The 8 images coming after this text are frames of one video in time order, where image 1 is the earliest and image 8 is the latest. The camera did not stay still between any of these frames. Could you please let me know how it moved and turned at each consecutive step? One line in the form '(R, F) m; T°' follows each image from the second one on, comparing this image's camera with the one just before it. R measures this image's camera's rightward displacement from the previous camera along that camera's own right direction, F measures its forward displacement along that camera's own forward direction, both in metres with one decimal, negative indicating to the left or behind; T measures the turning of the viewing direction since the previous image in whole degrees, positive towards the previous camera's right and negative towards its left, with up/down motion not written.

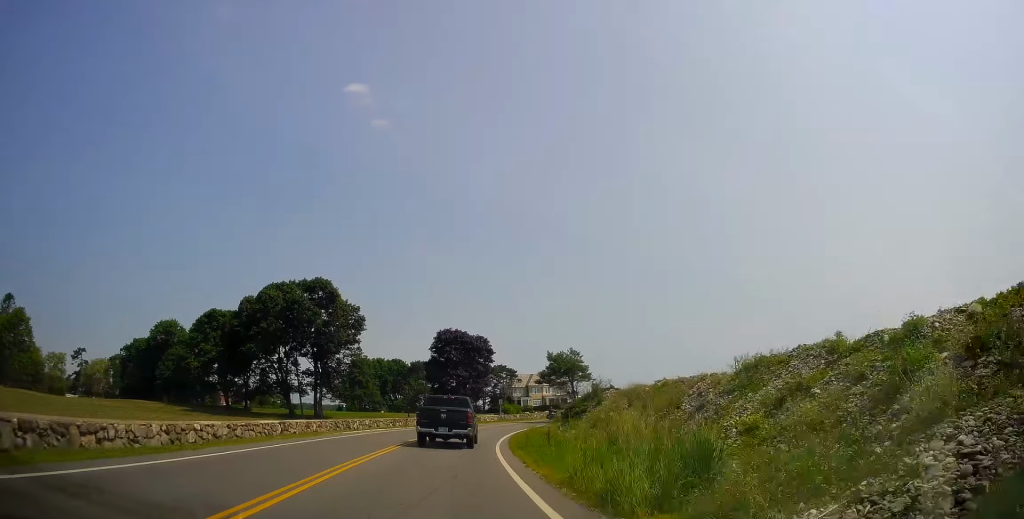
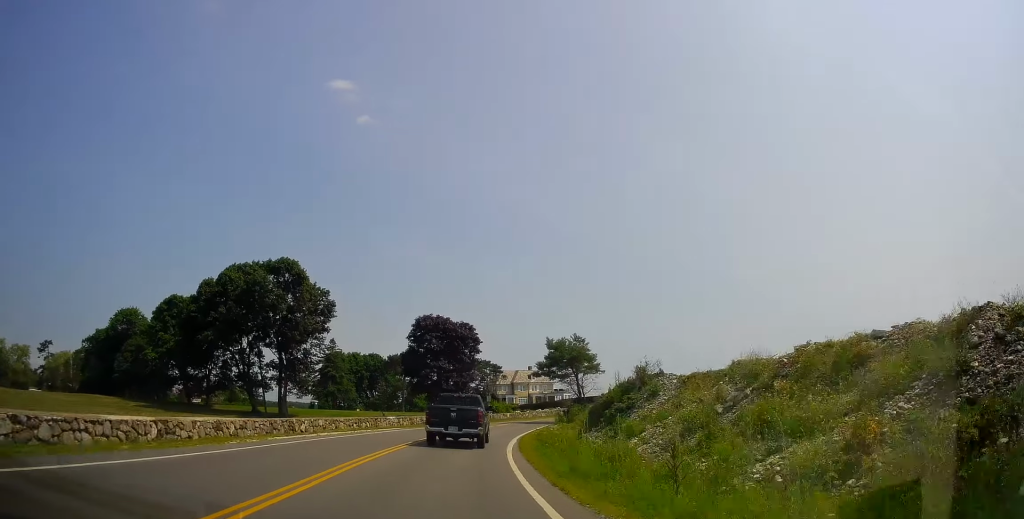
(0.0, +10.5) m; +3°
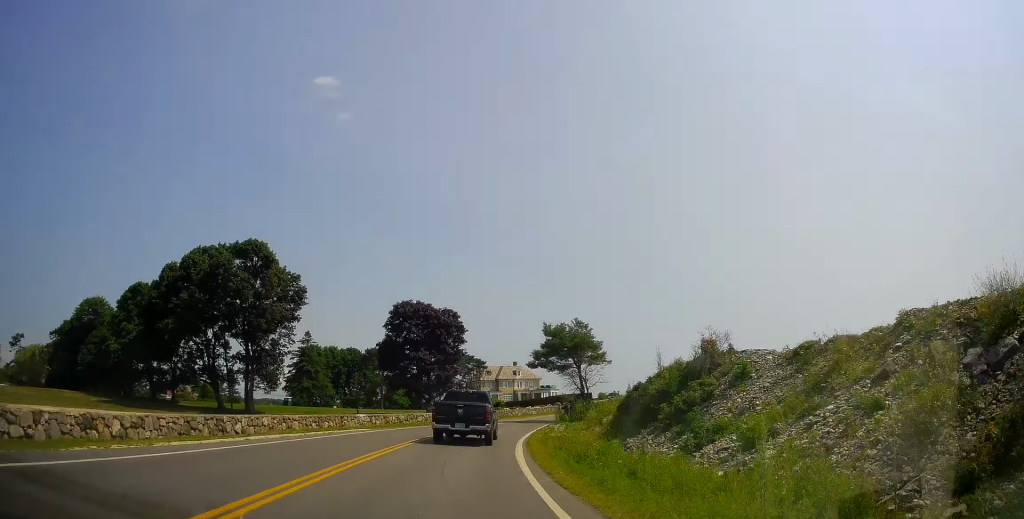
(+0.2, +7.4) m; +2°
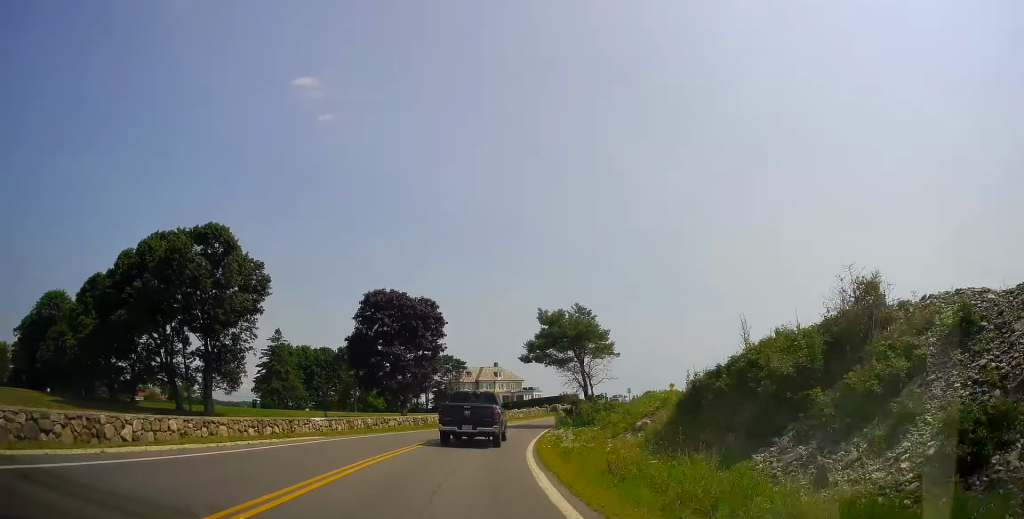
(+0.2, +7.4) m; +2°
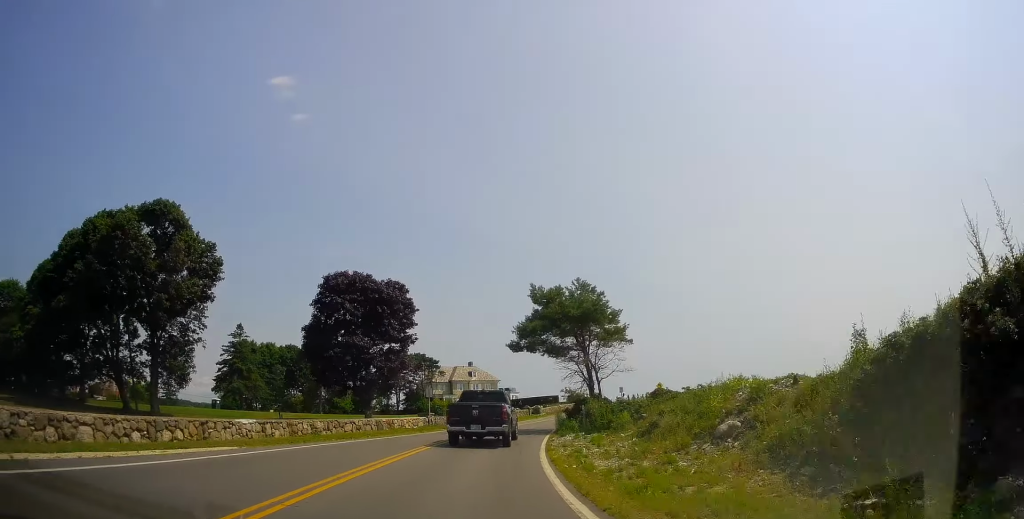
(+0.1, +7.7) m; +4°
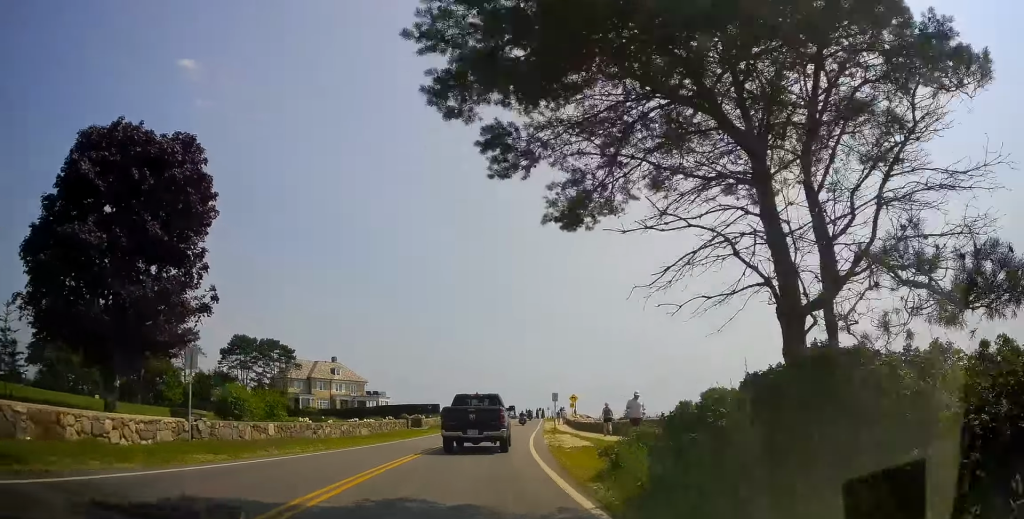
(+2.9, +24.4) m; +12°
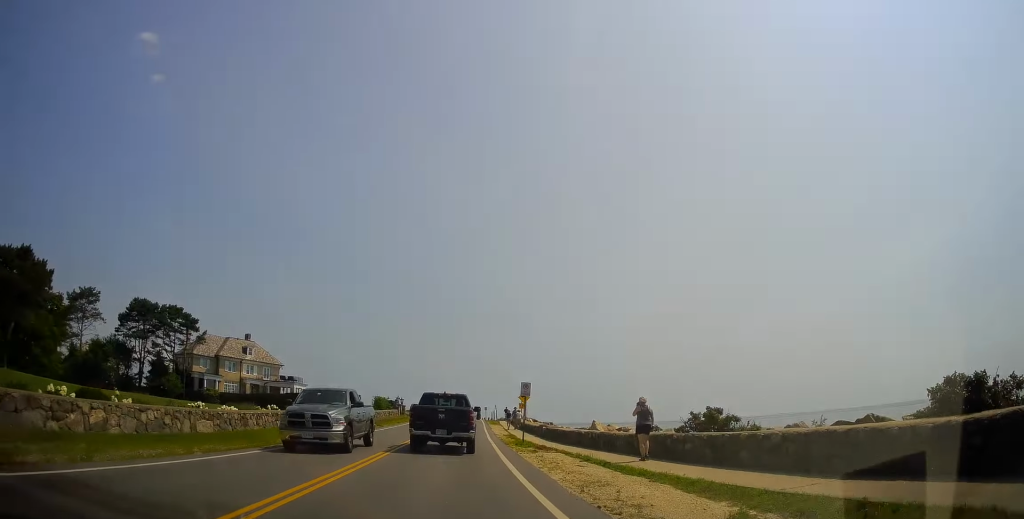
(0.0, +15.7) m; +2°
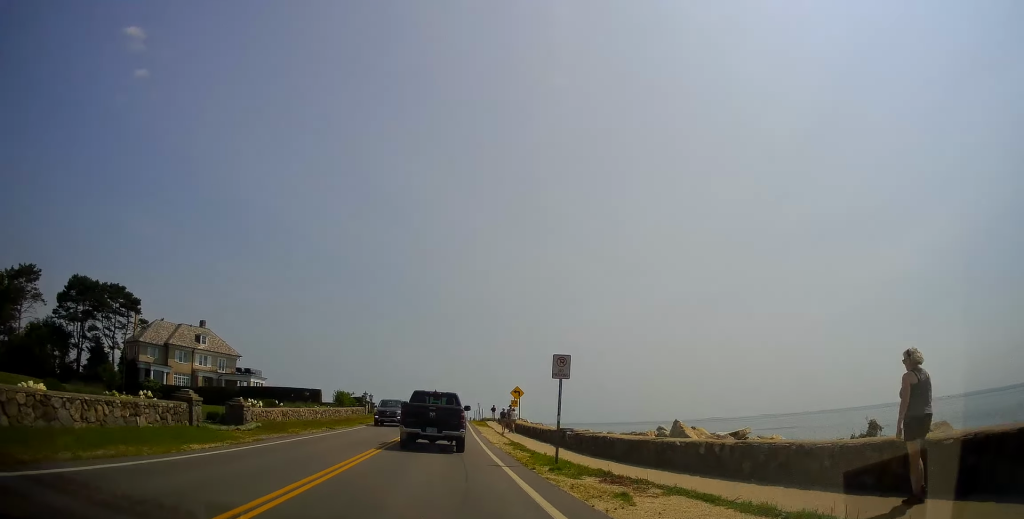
(+0.2, +12.0) m; +5°
